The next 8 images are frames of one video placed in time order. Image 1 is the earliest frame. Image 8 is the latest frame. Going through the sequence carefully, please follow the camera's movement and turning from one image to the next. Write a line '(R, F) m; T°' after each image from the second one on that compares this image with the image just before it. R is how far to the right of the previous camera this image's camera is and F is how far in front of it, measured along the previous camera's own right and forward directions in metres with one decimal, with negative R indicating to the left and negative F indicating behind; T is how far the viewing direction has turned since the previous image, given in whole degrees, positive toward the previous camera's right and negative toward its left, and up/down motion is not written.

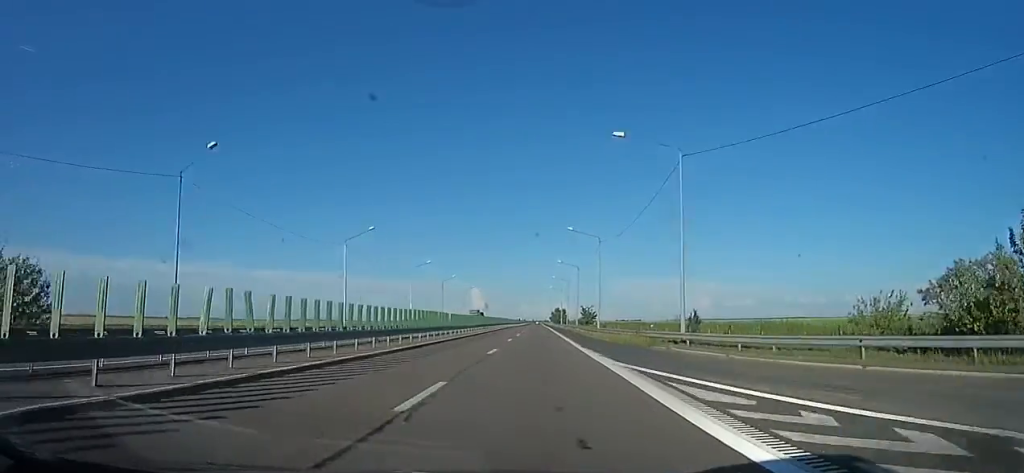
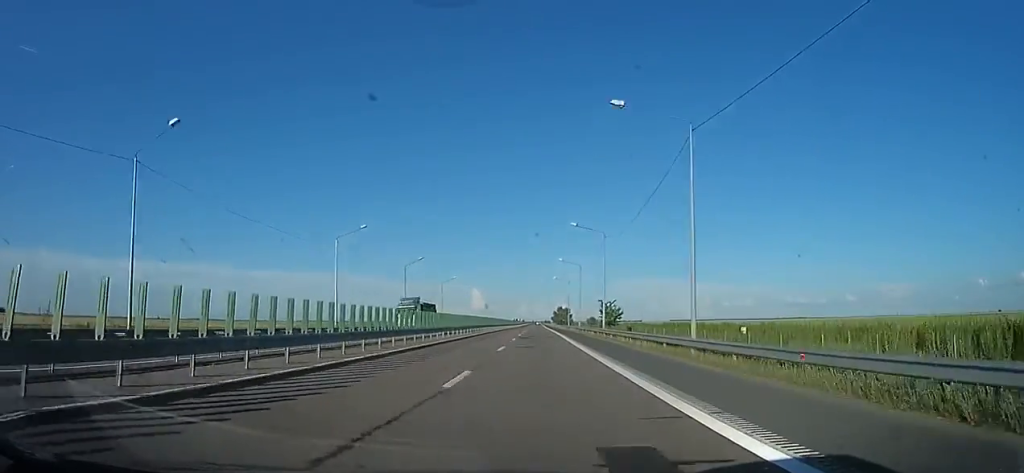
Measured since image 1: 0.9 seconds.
(-0.1, +33.3) m; 0°
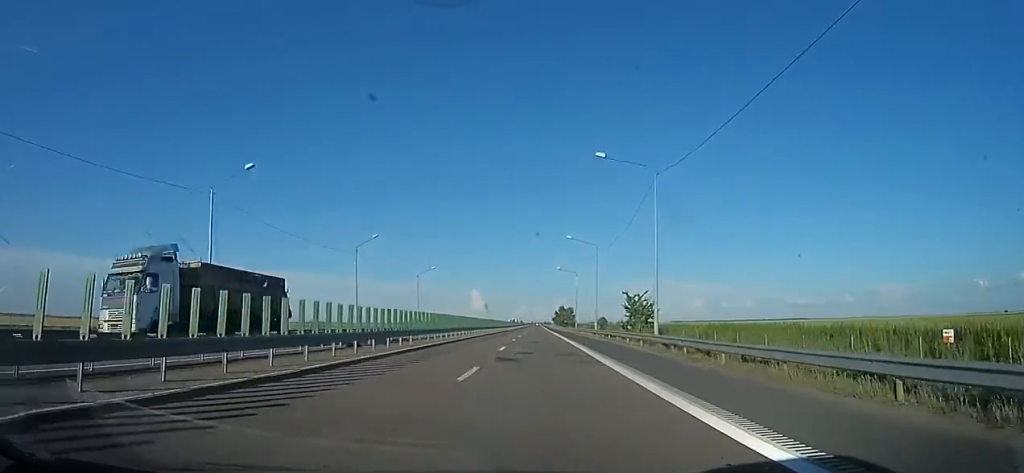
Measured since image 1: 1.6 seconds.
(-0.1, +22.8) m; 0°
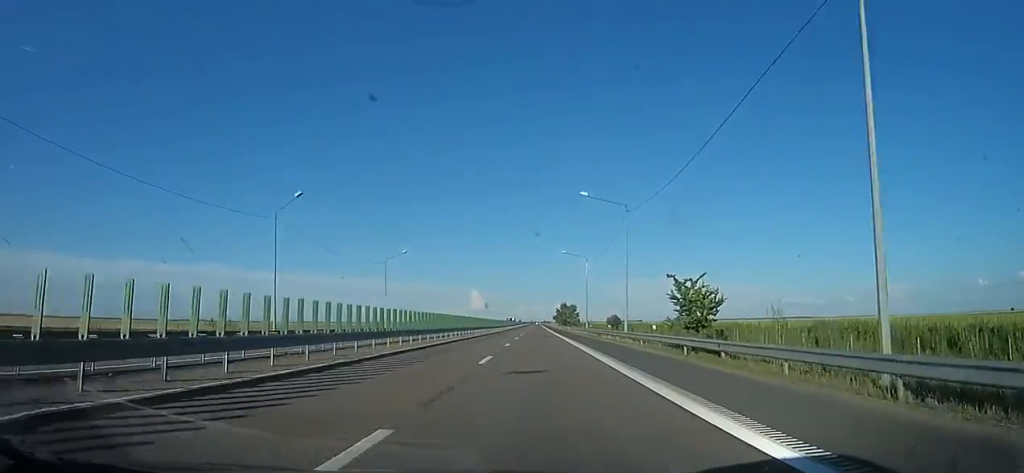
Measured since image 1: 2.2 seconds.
(+0.1, +20.0) m; 0°
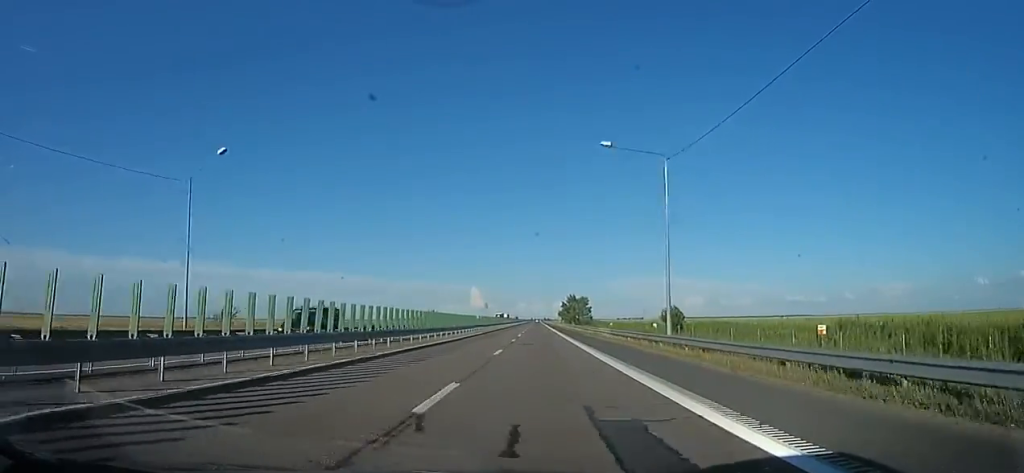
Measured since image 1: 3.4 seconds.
(0.0, +44.6) m; -3°
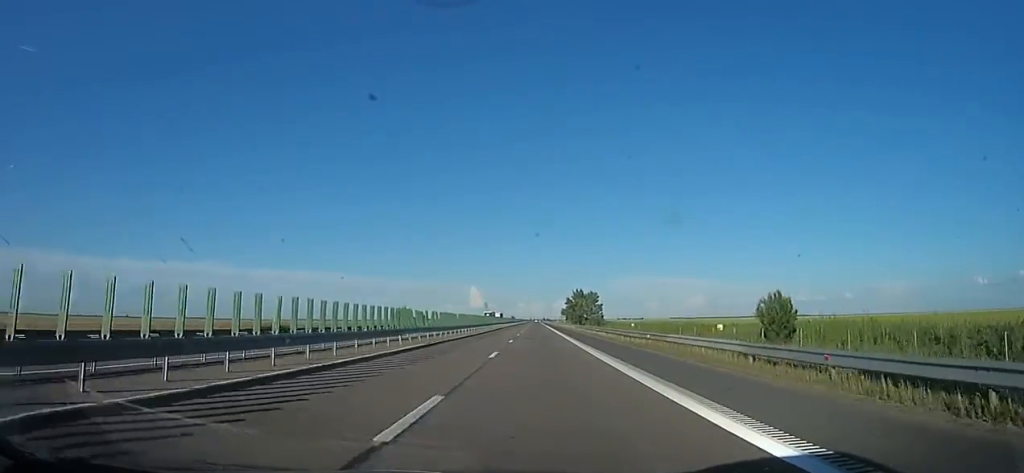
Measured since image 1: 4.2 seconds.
(-1.2, +25.8) m; 0°
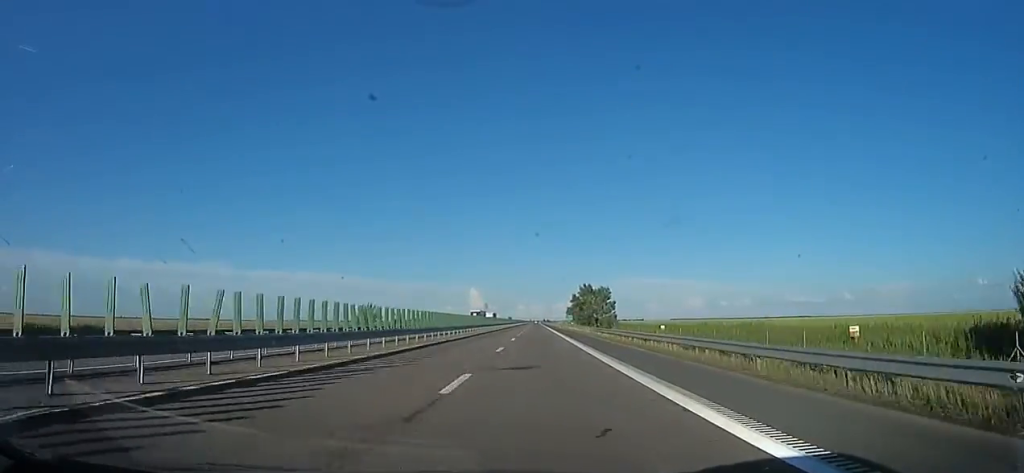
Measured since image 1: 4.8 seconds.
(+0.1, +20.5) m; +1°
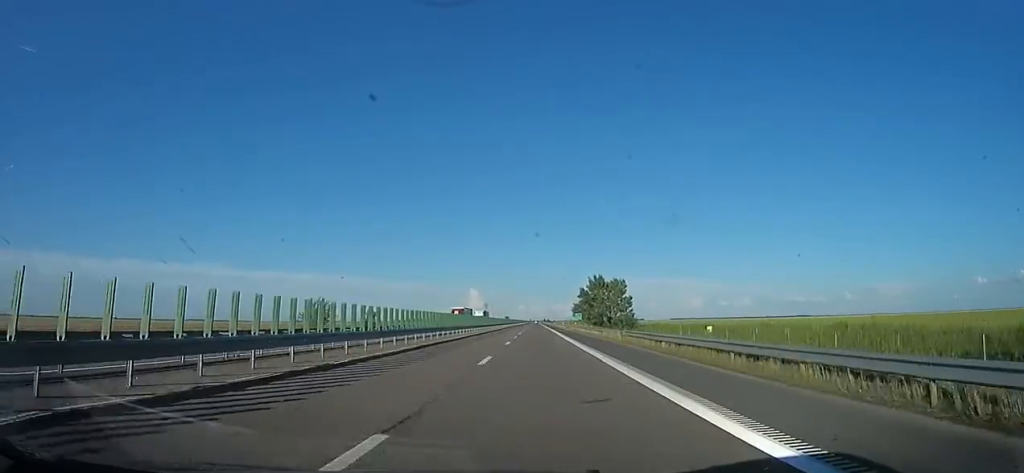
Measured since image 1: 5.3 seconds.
(+0.6, +18.3) m; +1°
